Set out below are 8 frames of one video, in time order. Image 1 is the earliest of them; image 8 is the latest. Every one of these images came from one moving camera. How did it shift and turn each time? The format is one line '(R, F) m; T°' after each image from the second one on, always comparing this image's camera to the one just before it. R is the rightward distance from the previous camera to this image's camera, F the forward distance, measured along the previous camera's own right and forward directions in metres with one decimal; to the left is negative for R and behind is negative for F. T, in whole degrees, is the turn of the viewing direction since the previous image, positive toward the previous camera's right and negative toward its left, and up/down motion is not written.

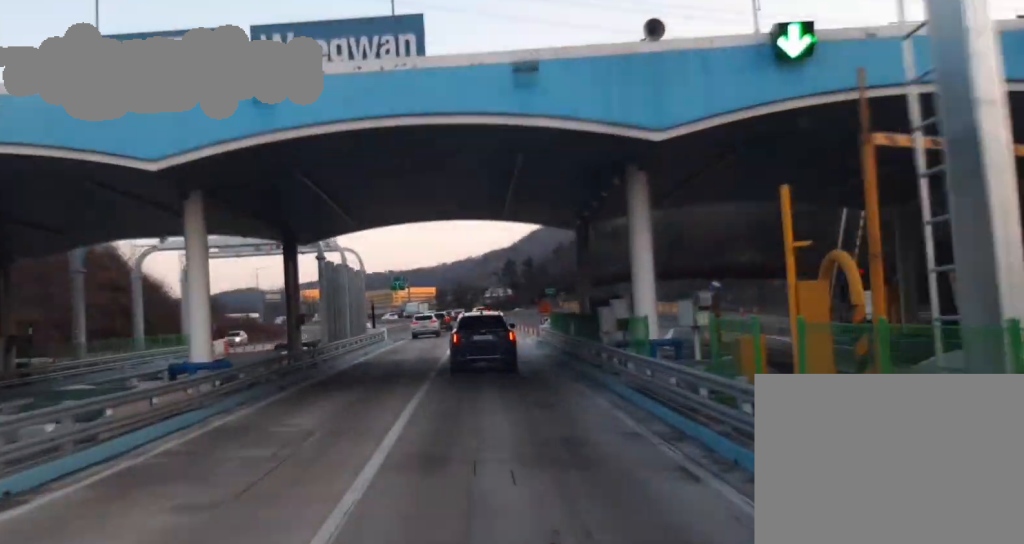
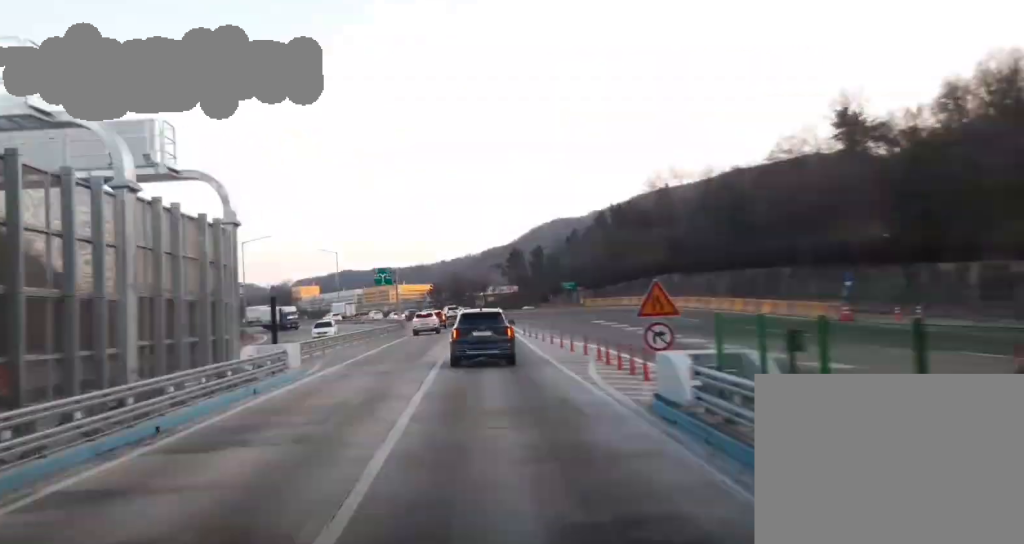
(0.0, +29.7) m; 0°
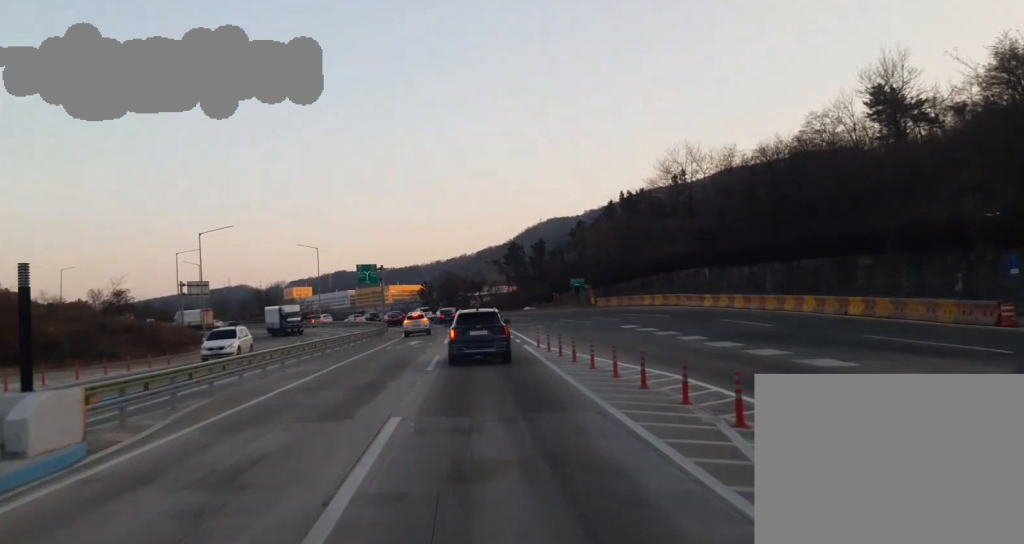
(0.0, +16.5) m; 0°
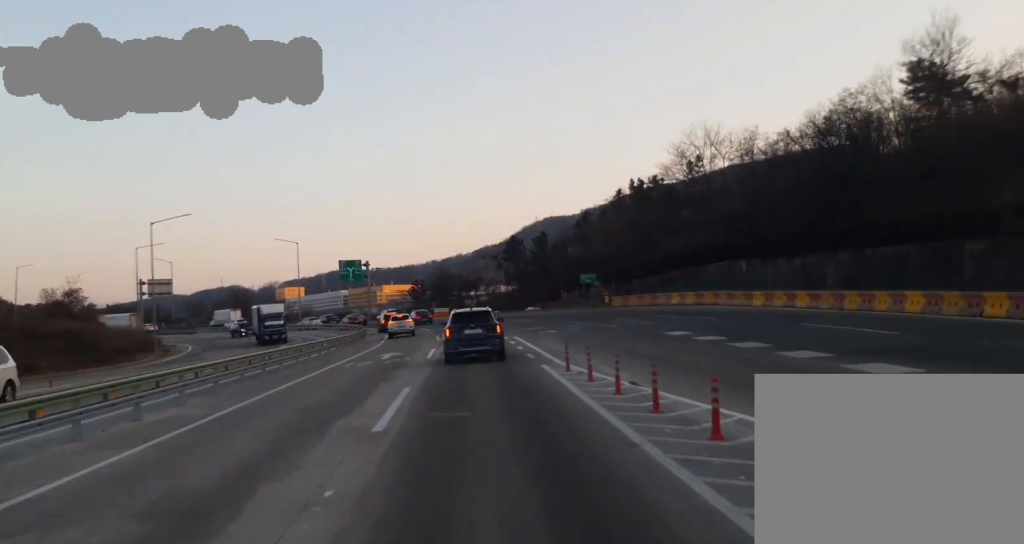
(0.0, +13.6) m; 0°
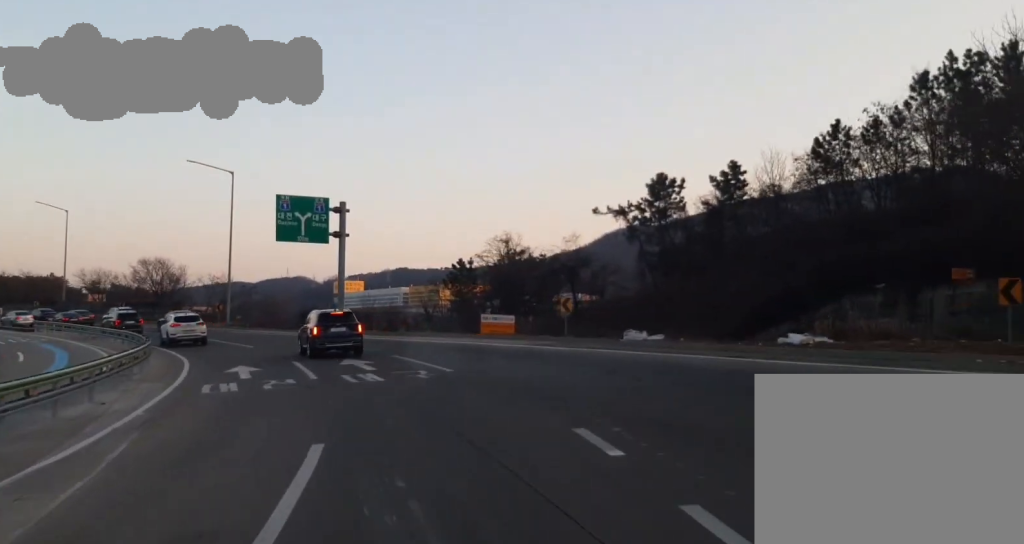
(-1.1, +69.2) m; -1°
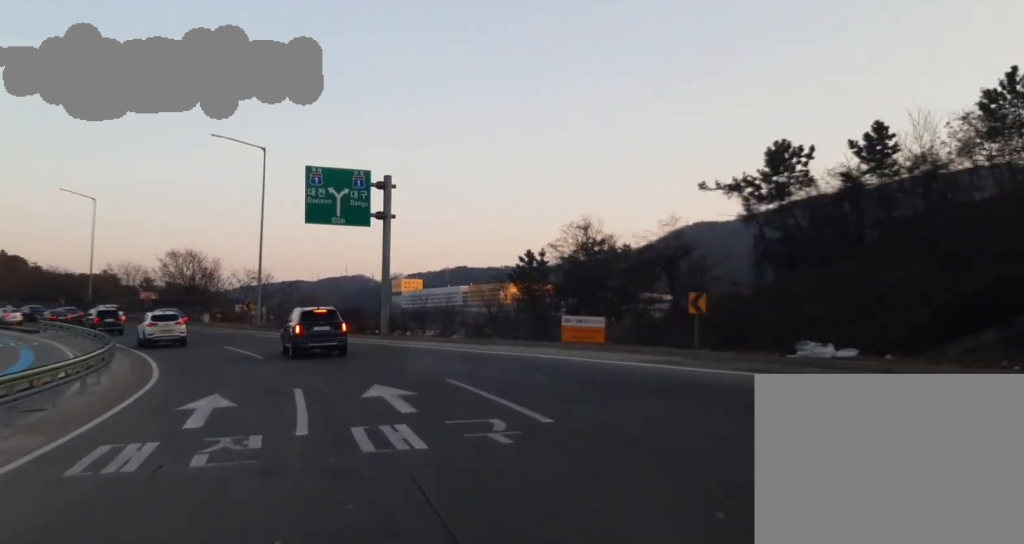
(0.0, +10.9) m; 0°
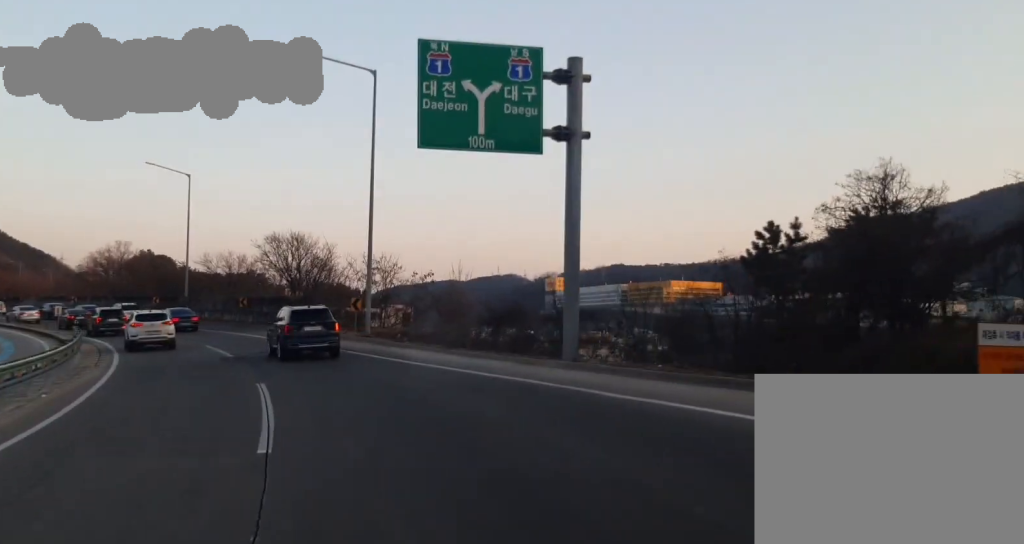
(0.0, +22.0) m; -6°
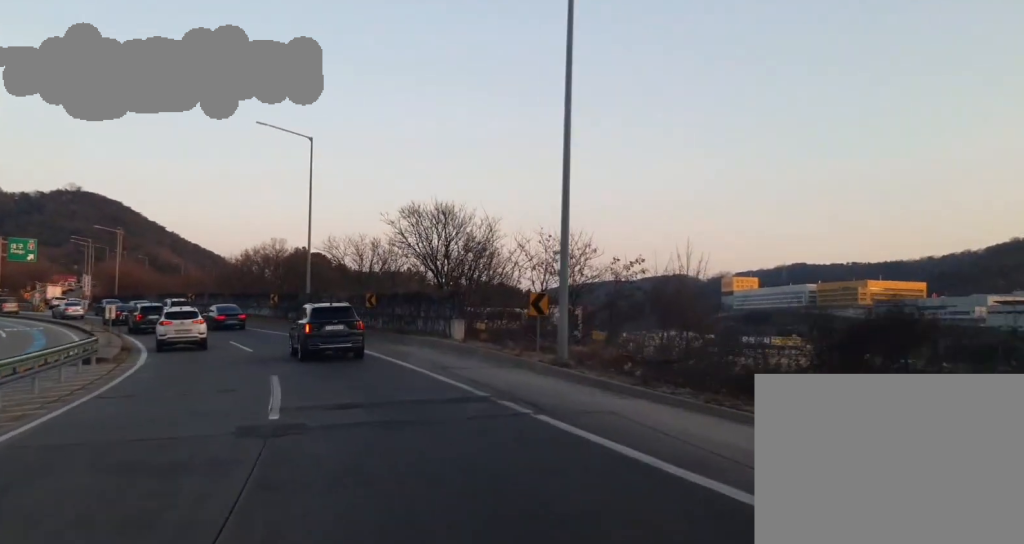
(-1.7, +19.4) m; -10°
